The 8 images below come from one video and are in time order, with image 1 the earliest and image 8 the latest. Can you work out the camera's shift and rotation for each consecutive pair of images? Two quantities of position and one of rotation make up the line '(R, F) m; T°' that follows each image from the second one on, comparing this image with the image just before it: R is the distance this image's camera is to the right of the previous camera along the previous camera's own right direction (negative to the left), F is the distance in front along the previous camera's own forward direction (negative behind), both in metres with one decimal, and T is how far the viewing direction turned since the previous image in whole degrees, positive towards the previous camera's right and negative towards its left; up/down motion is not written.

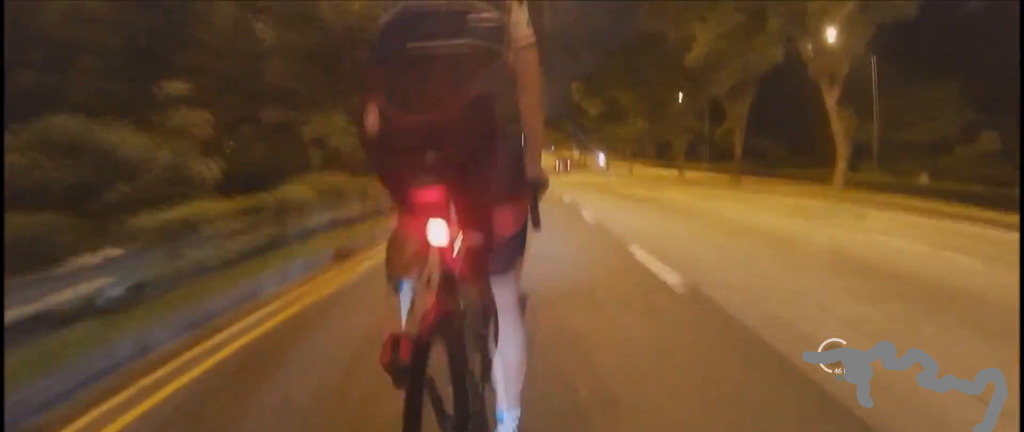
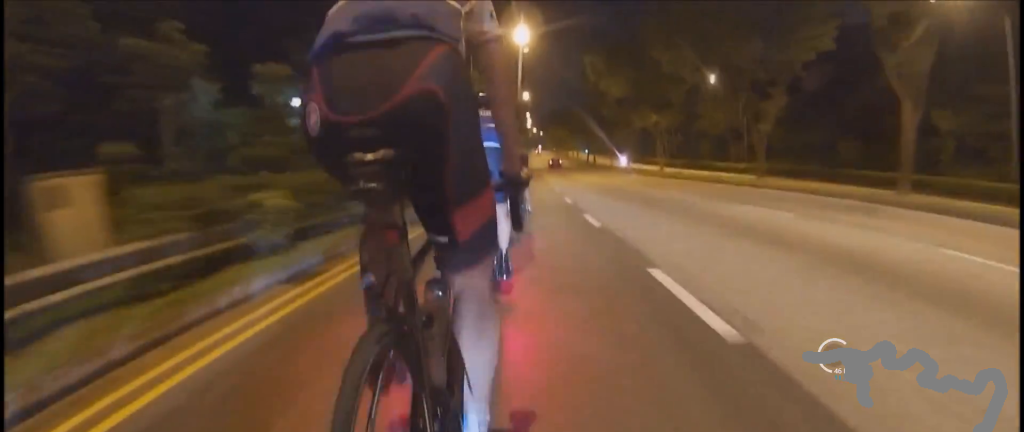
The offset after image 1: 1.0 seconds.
(+0.7, +13.5) m; -1°
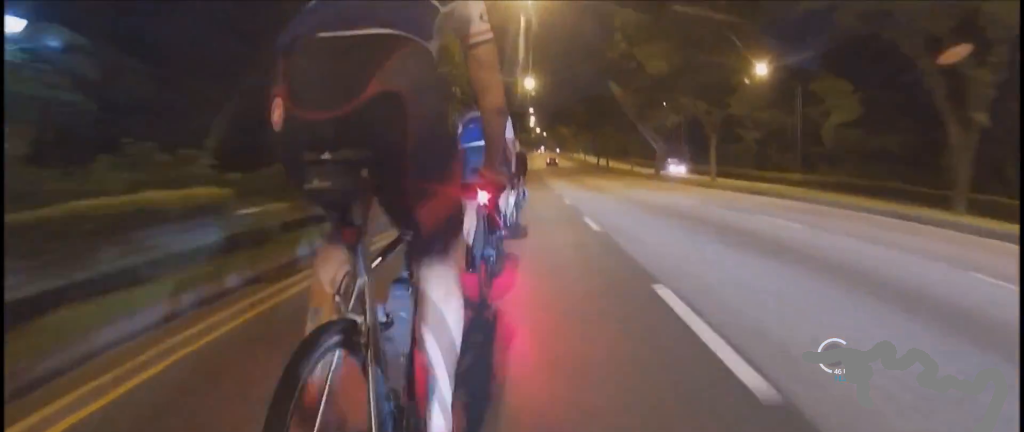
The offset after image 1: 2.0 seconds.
(-0.8, +12.7) m; -3°
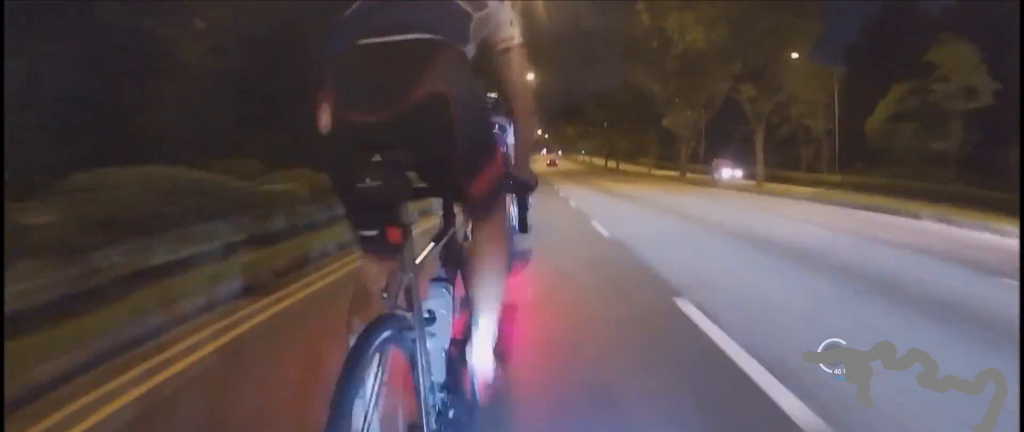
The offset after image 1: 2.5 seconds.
(-0.5, +6.6) m; 0°
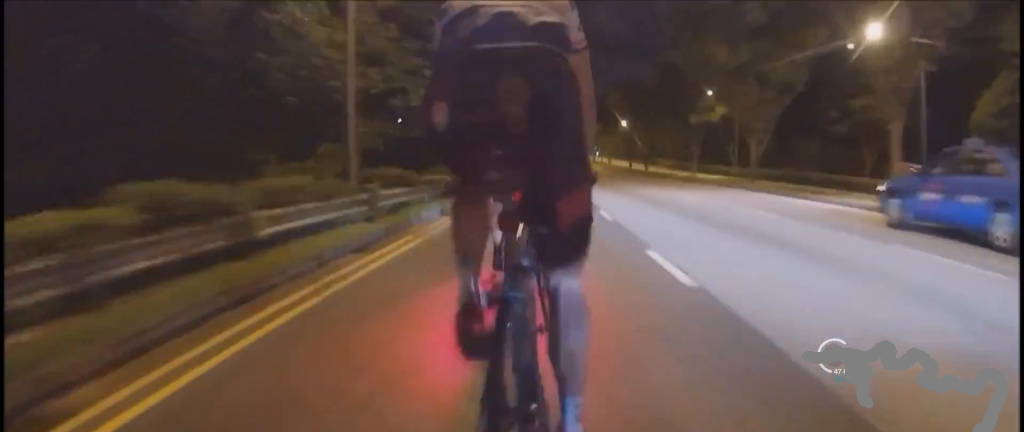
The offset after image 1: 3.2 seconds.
(+1.0, +9.7) m; 0°
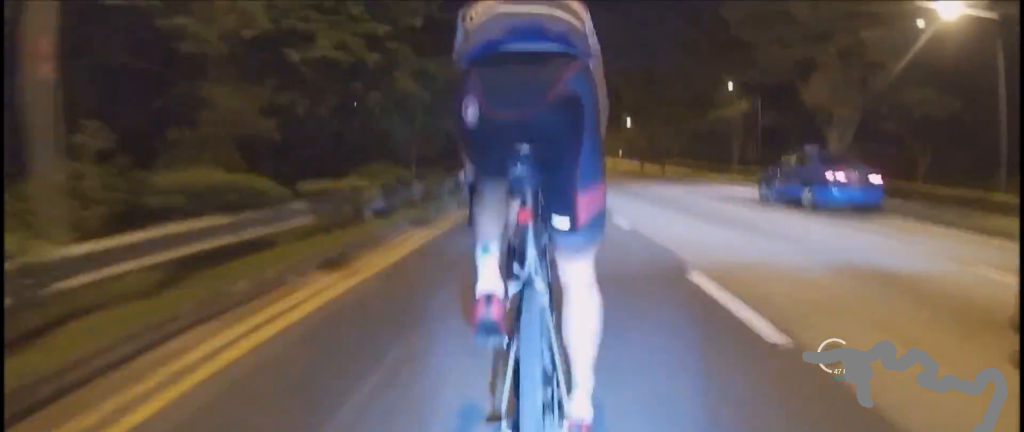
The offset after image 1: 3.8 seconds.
(-0.2, +7.6) m; 0°
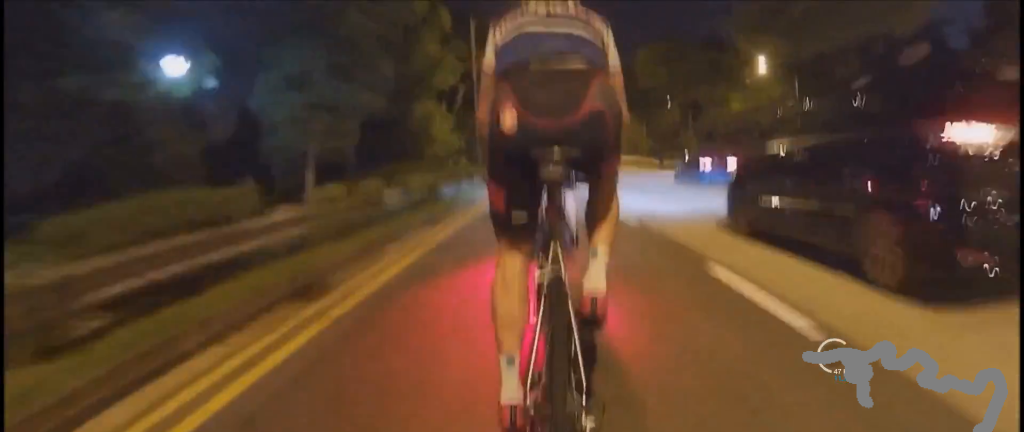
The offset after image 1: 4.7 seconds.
(-0.5, +12.0) m; 0°
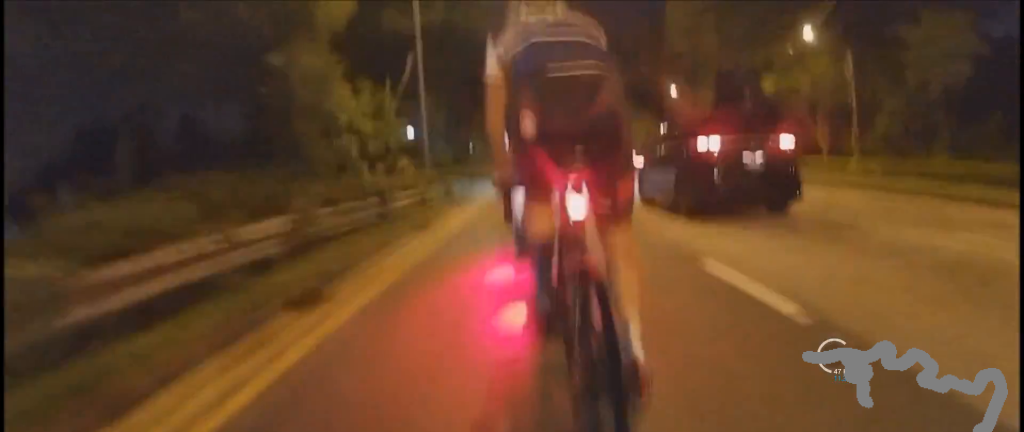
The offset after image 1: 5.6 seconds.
(+0.8, +12.0) m; 0°
